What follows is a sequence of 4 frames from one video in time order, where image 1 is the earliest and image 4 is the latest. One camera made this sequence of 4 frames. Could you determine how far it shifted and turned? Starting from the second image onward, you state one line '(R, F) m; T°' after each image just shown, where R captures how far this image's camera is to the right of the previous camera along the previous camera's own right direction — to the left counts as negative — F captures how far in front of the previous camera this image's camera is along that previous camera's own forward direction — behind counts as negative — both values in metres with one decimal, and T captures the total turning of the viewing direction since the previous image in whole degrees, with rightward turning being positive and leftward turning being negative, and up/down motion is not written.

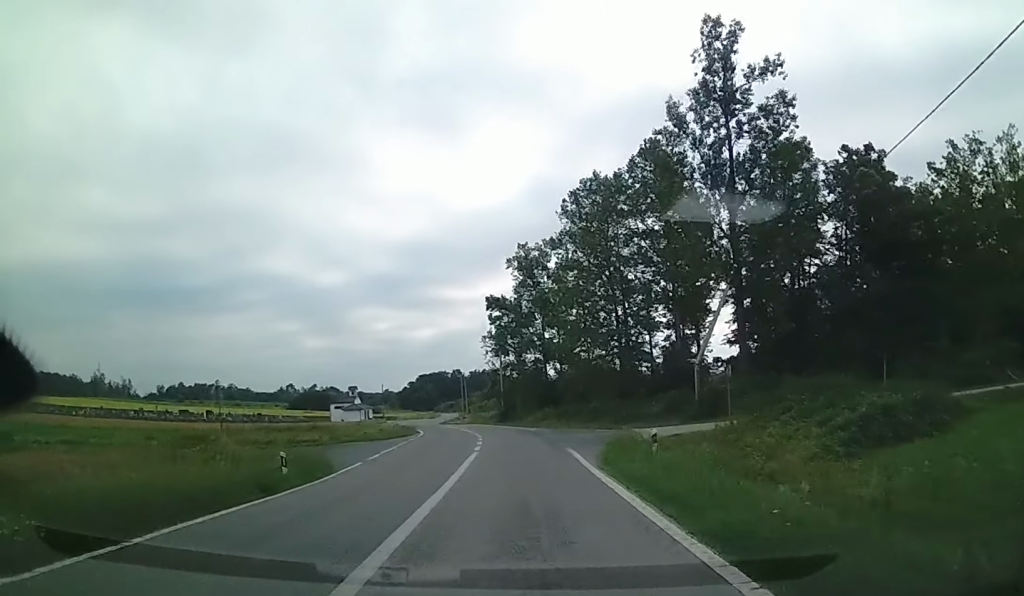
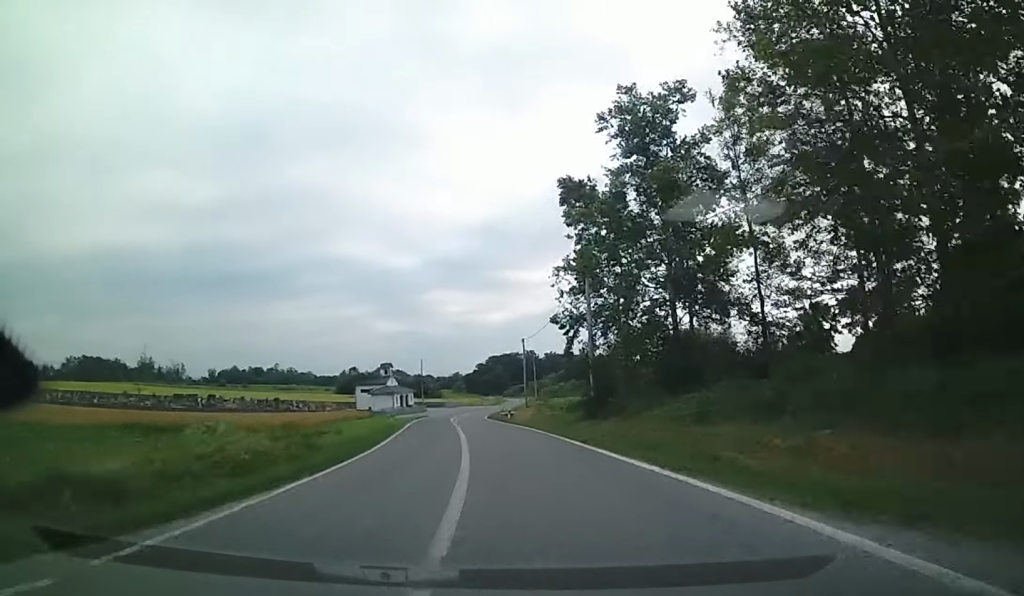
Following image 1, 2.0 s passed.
(-1.3, +35.9) m; -4°
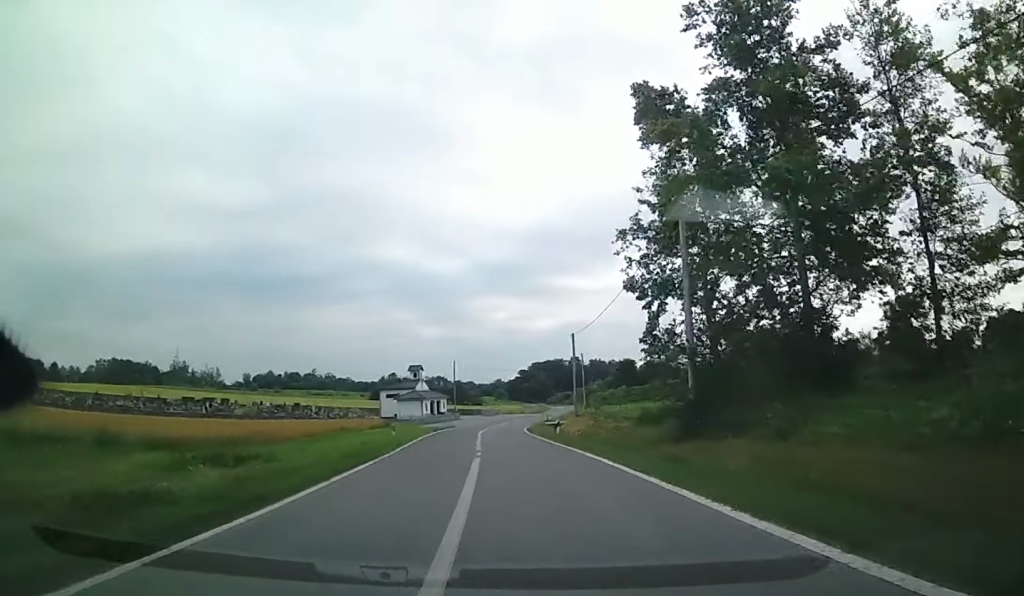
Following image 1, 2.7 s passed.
(0.0, +12.9) m; 0°
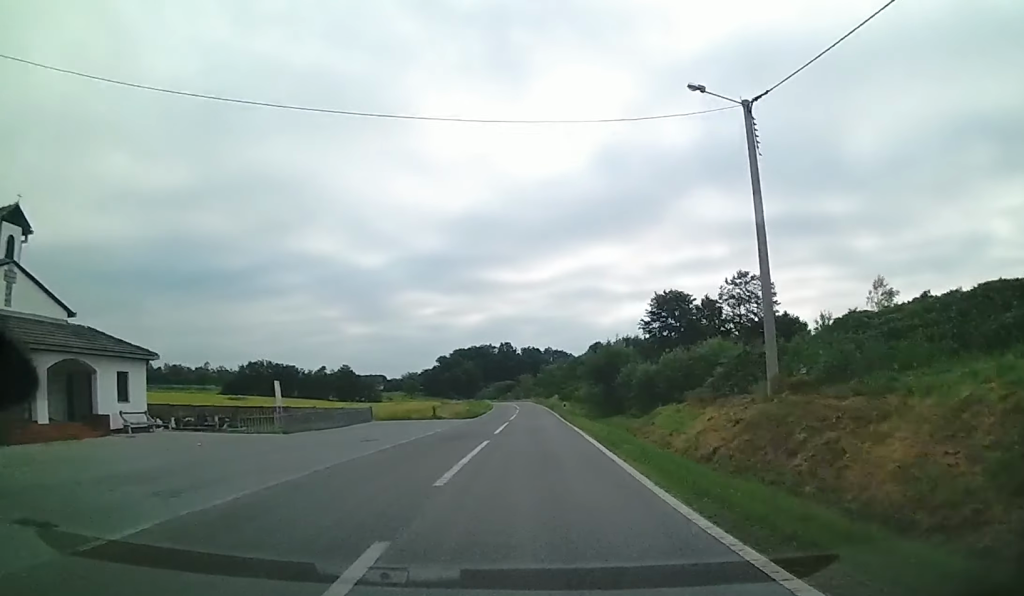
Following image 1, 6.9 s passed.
(-0.6, +81.2) m; +2°
